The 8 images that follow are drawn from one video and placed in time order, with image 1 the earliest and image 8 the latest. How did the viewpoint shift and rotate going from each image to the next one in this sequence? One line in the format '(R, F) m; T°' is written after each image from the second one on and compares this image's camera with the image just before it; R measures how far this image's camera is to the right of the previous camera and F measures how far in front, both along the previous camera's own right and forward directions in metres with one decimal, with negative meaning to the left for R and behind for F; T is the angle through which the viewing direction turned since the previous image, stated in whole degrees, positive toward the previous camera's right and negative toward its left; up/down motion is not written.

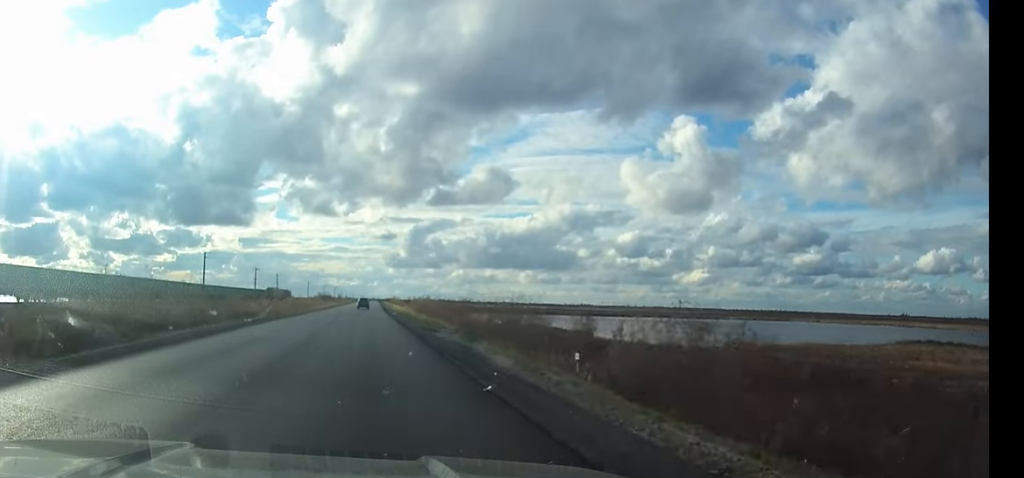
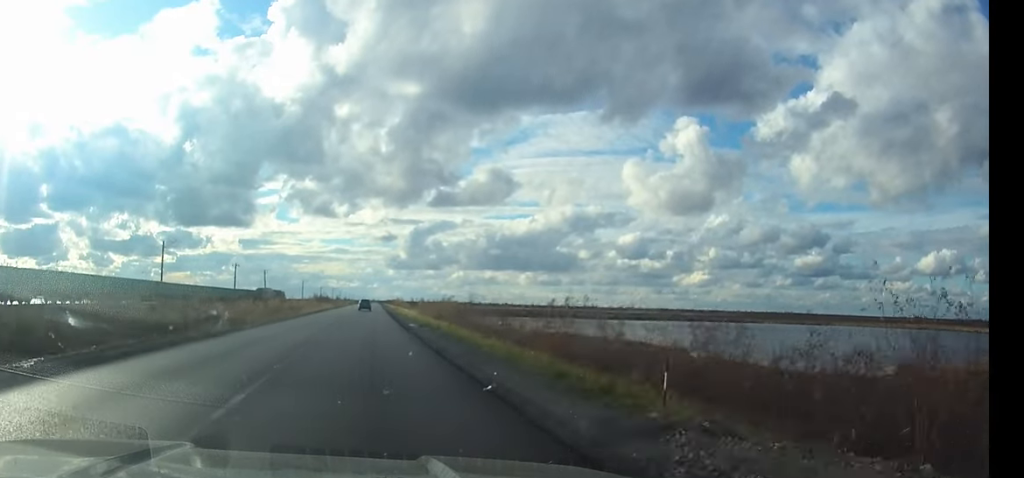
(0.0, +26.9) m; 0°
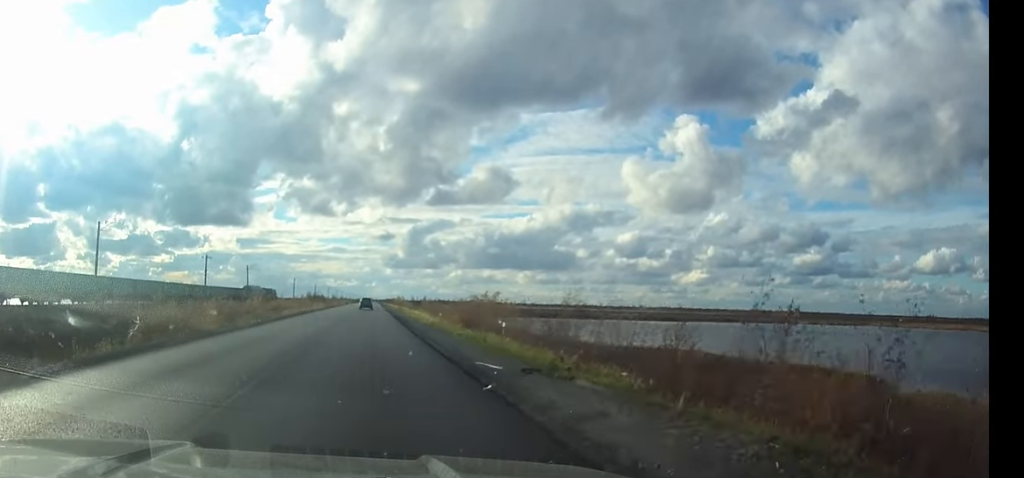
(0.0, +24.6) m; 0°
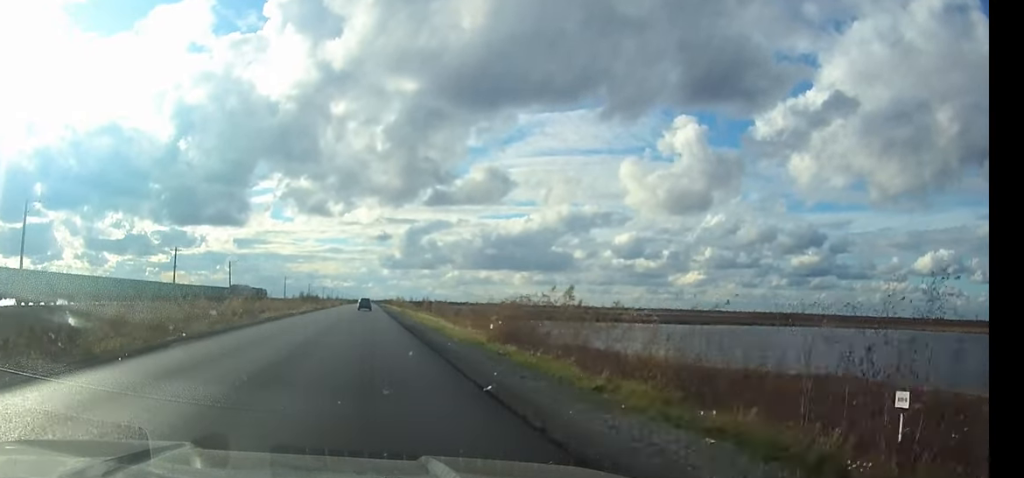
(0.0, +17.8) m; 0°
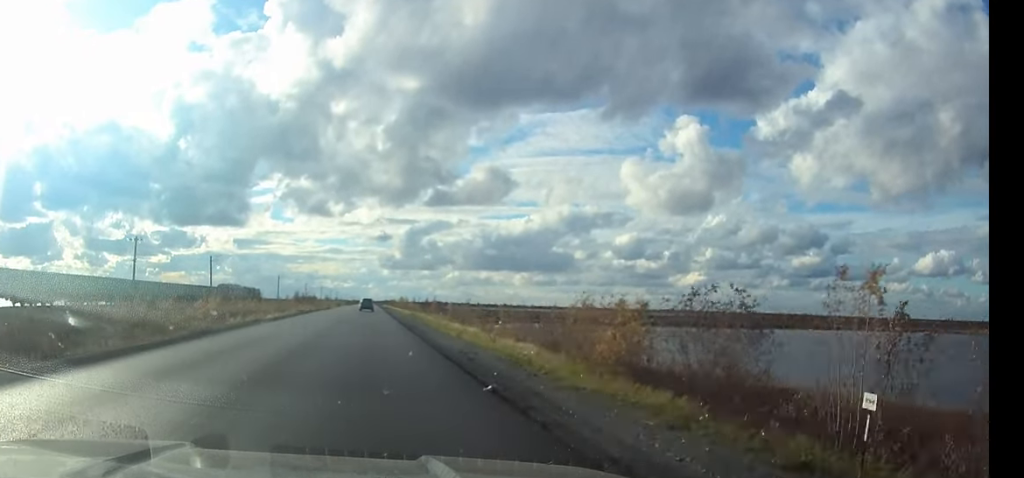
(0.0, +19.0) m; 0°
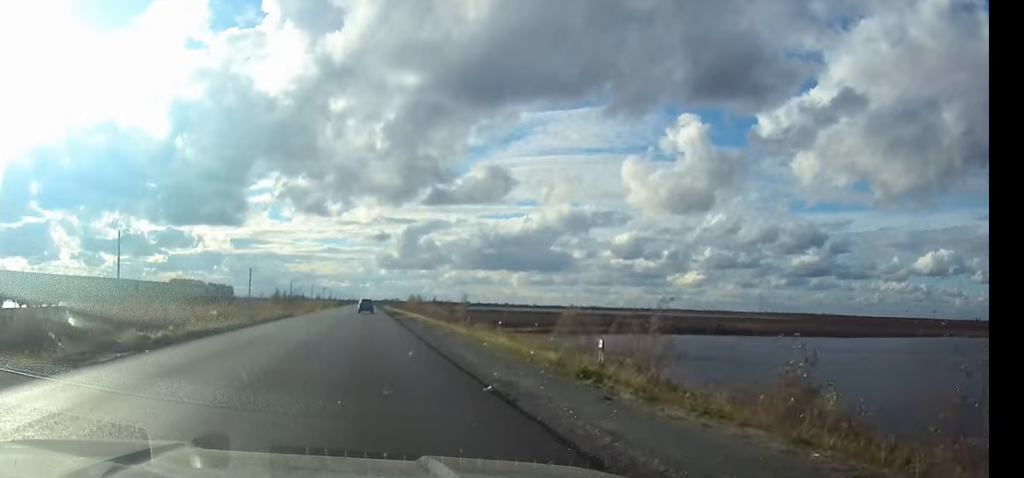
(+0.2, +51.1) m; 0°
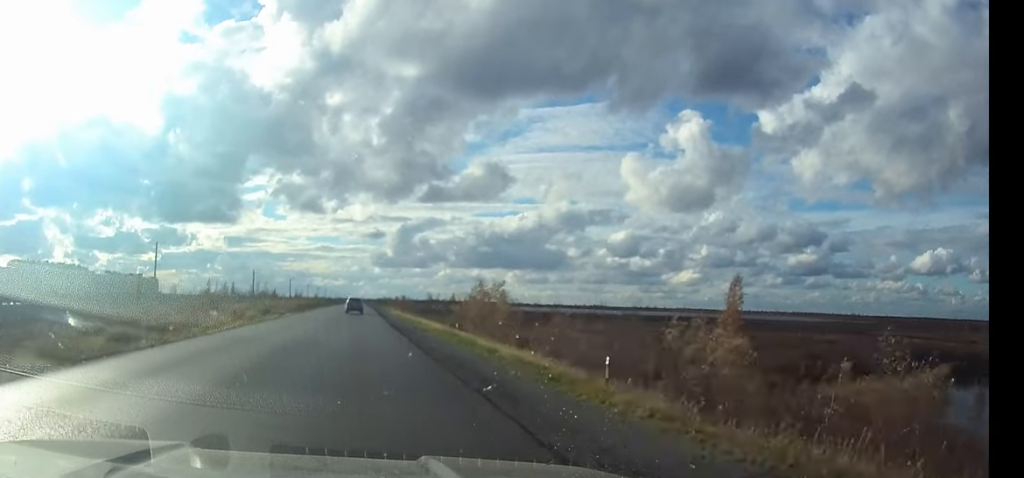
(+0.2, +77.1) m; 0°
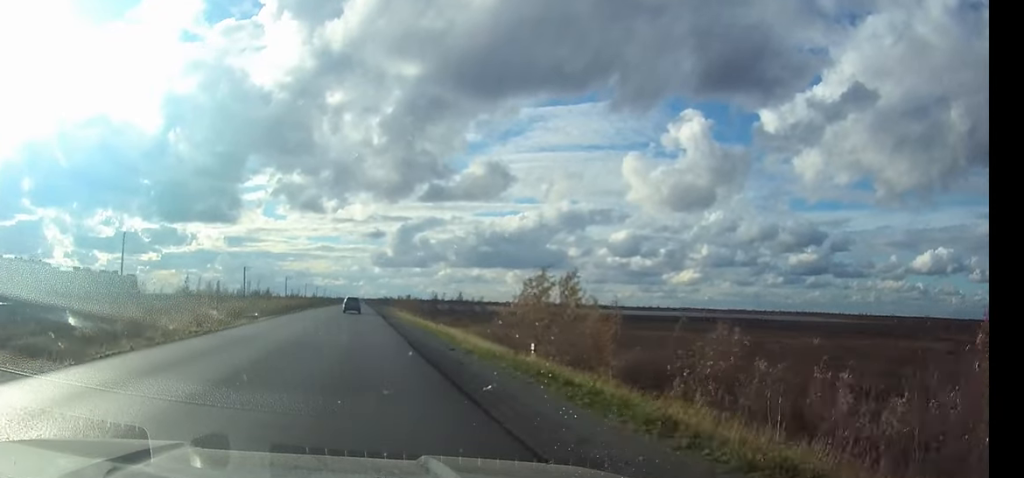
(0.0, +15.8) m; 0°
